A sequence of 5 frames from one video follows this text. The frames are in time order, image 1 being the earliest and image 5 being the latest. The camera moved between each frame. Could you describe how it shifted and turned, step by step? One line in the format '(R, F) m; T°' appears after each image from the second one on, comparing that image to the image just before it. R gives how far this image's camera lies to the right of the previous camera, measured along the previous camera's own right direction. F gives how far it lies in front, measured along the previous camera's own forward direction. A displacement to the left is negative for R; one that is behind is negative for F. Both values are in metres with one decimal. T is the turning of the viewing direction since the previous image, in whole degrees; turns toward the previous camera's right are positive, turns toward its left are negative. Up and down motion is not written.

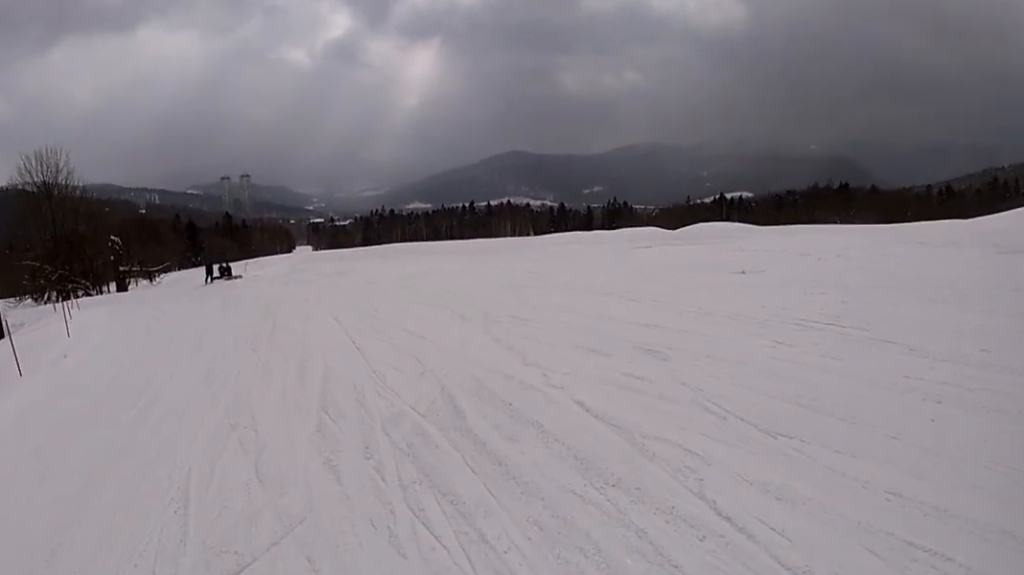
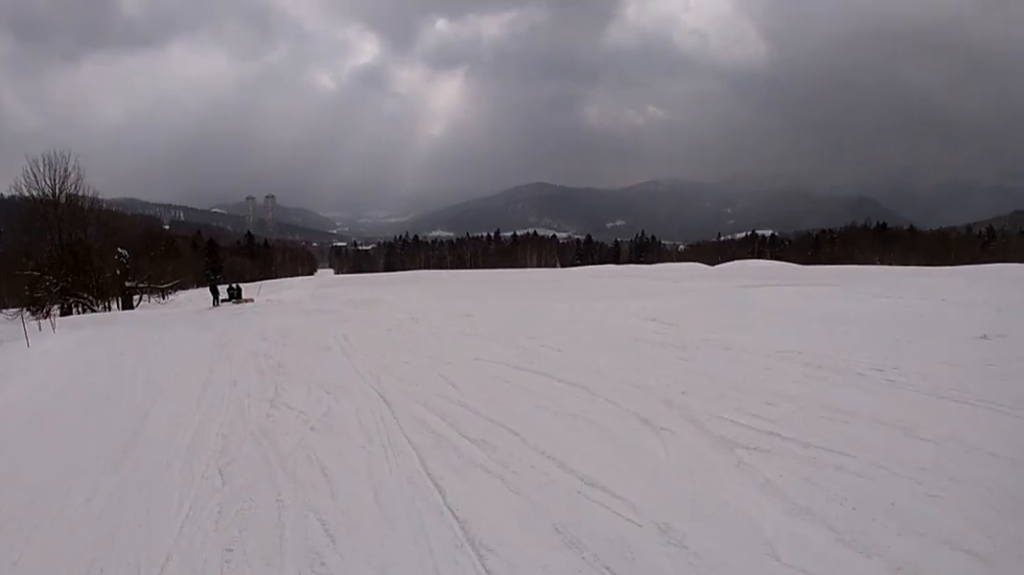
(-0.5, +6.4) m; +1°
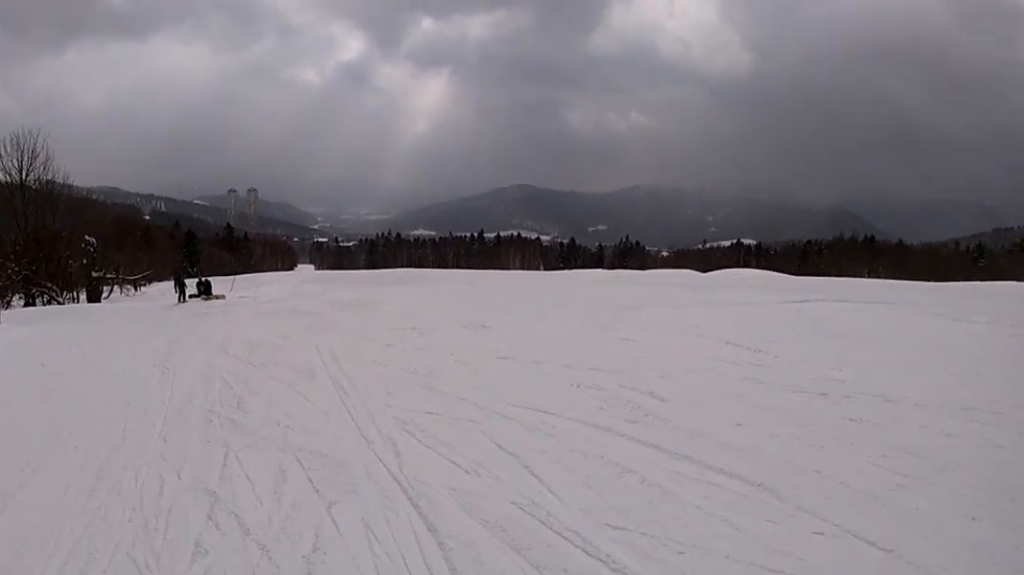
(+0.3, +3.8) m; +2°
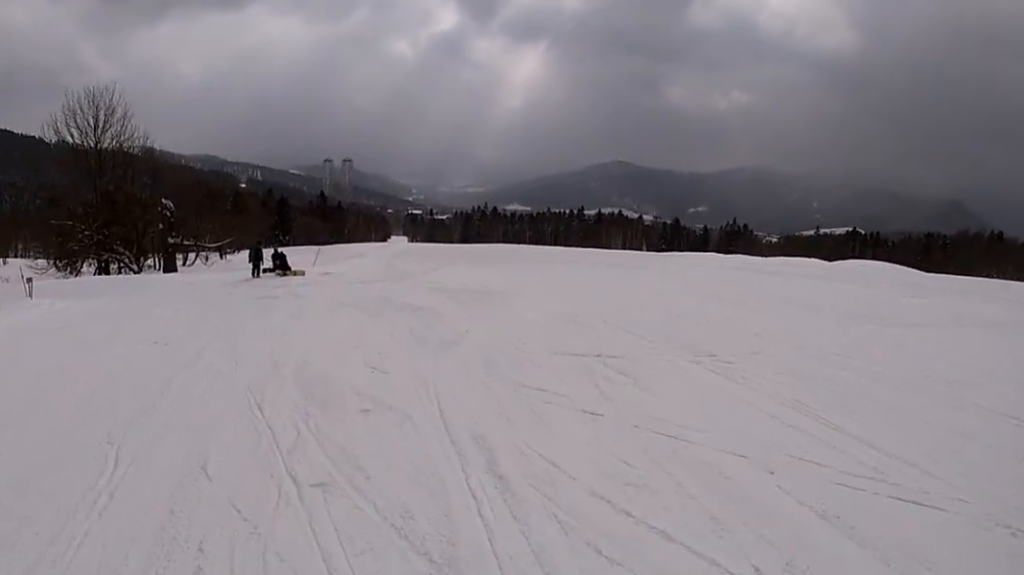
(-0.3, +6.8) m; -8°
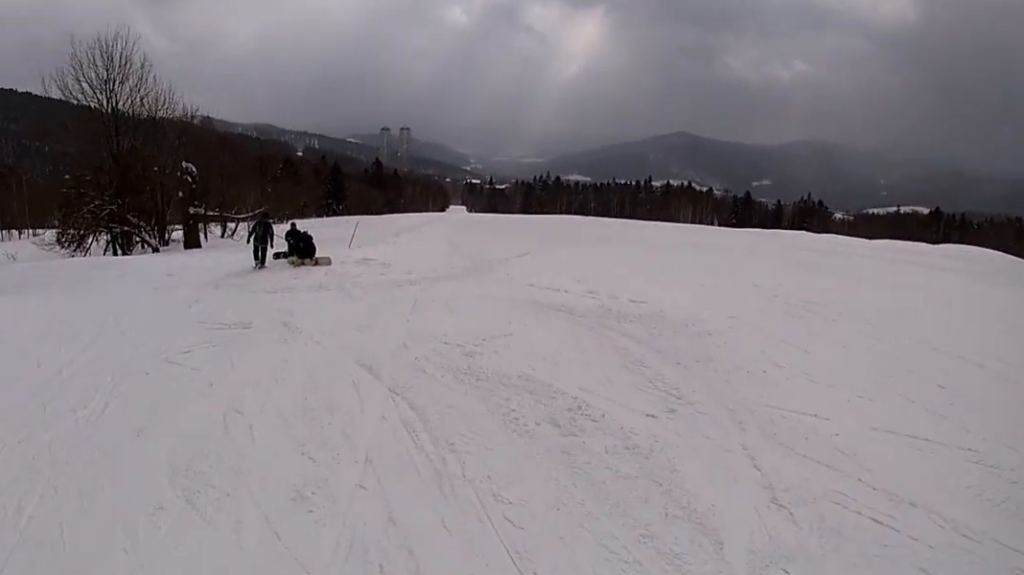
(-1.3, +9.2) m; -10°
